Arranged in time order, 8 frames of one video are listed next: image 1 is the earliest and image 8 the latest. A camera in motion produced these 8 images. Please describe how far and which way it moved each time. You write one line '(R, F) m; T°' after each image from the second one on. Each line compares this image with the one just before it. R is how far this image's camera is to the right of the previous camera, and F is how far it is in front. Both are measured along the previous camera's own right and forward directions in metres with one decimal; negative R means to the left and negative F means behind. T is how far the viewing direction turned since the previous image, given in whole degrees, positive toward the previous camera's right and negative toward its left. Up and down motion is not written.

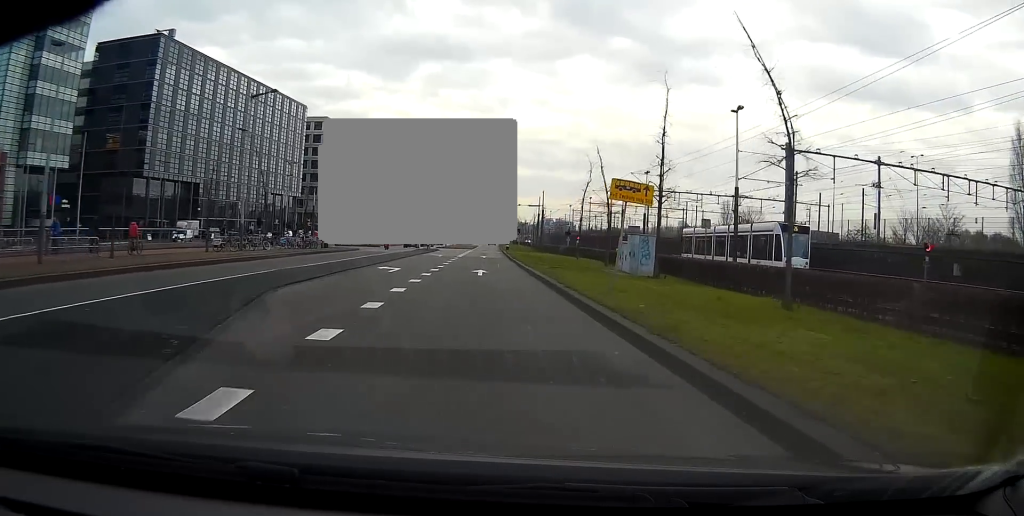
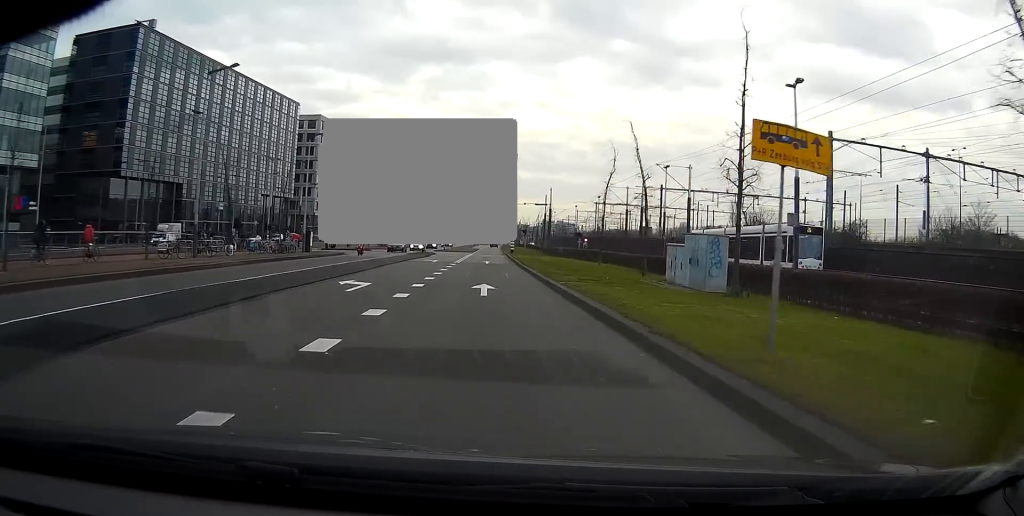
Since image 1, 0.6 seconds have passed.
(0.0, +8.9) m; 0°
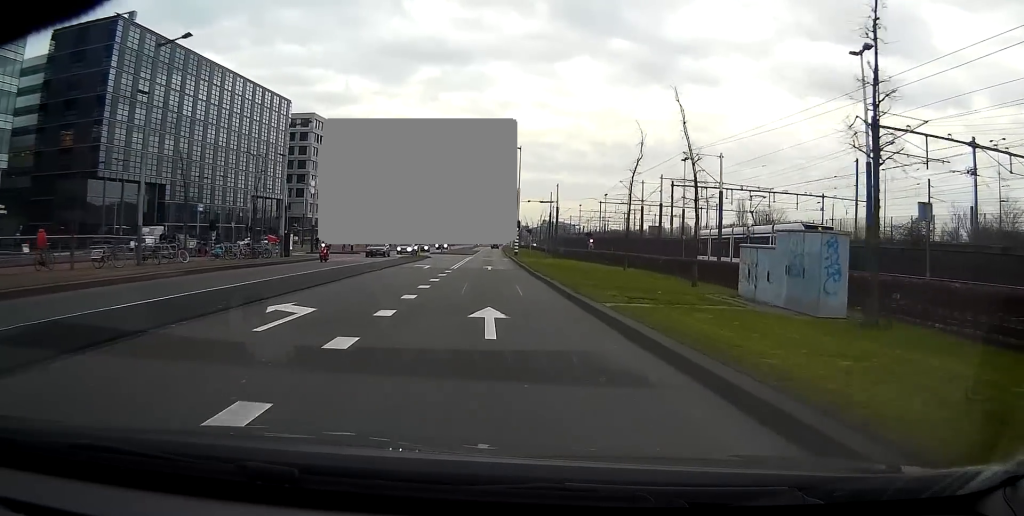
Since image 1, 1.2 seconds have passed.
(0.0, +7.5) m; 0°
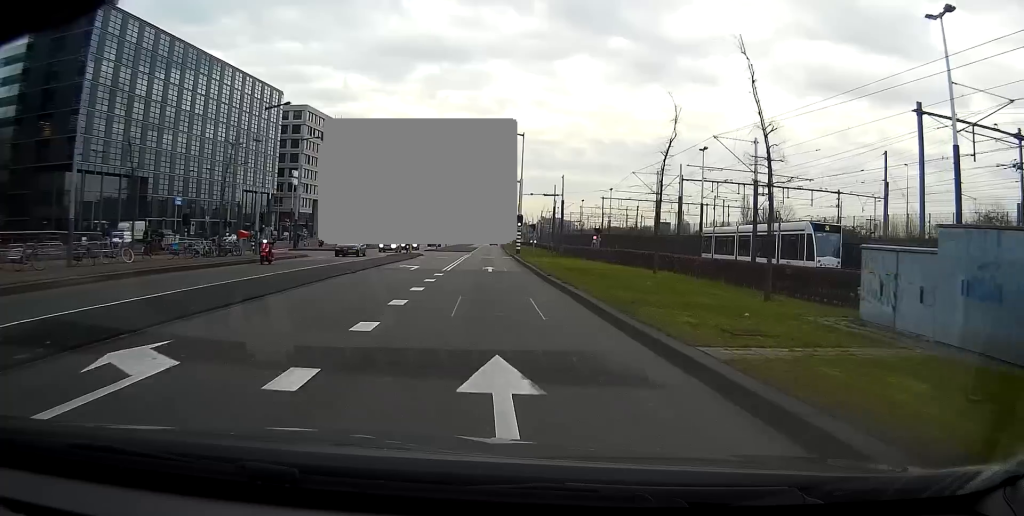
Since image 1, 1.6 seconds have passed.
(0.0, +6.6) m; 0°
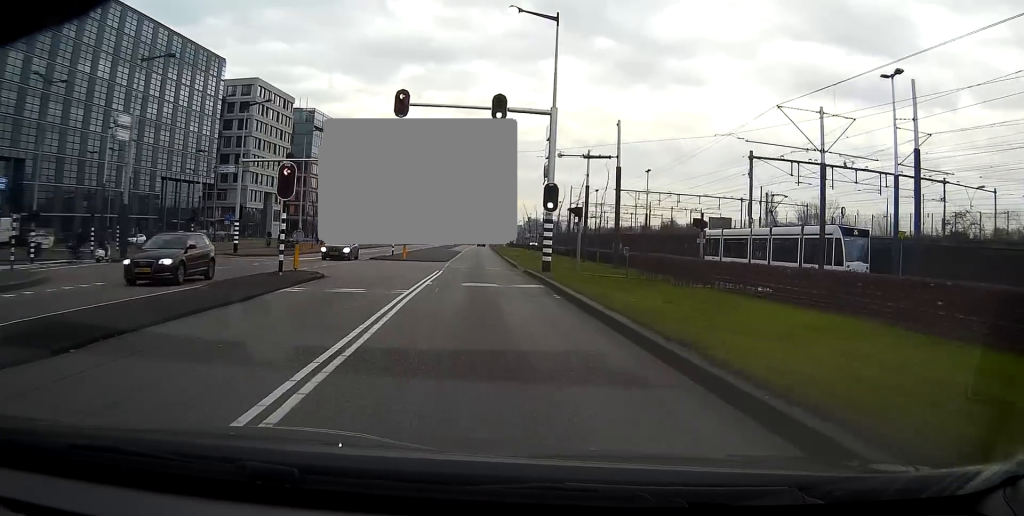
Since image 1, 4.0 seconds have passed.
(+0.4, +34.3) m; +2°
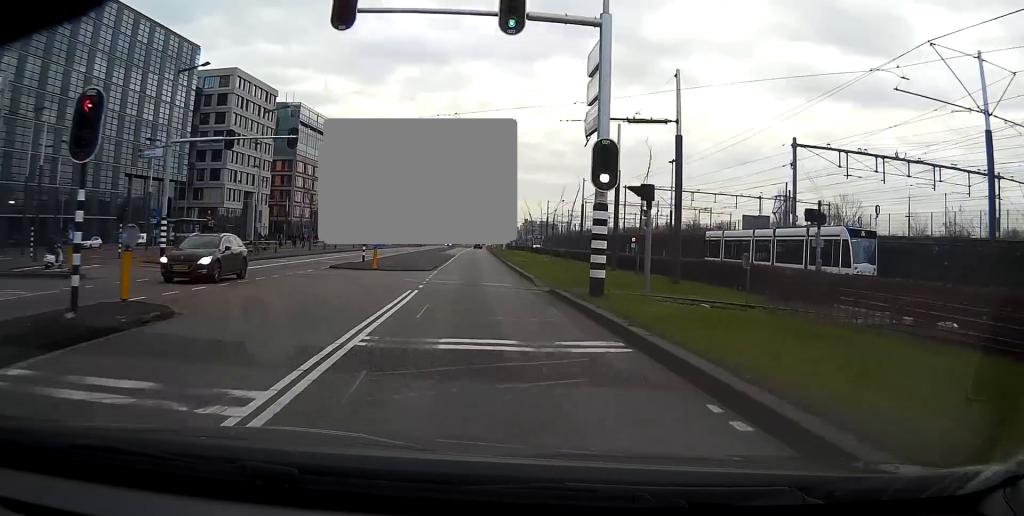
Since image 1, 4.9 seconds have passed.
(+0.1, +12.3) m; 0°
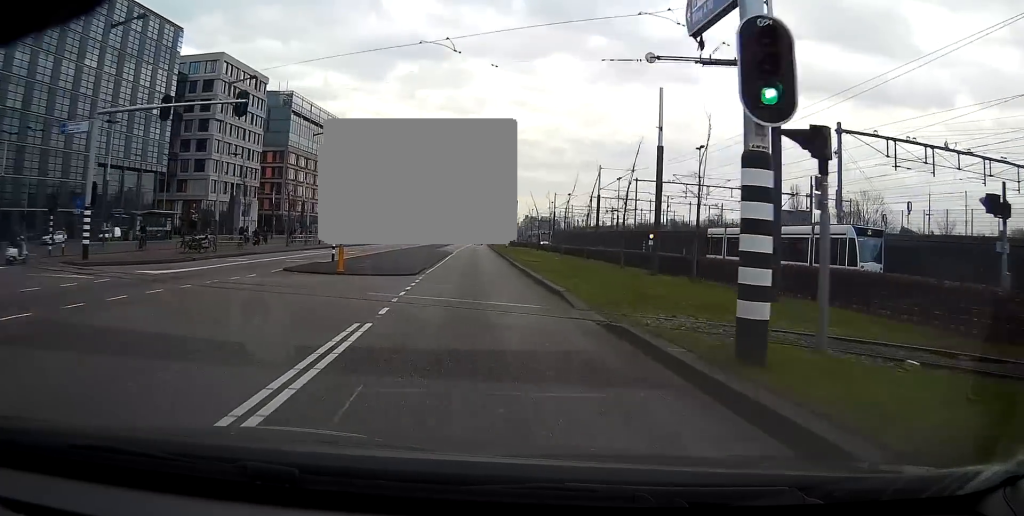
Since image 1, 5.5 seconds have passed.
(+0.1, +8.9) m; 0°
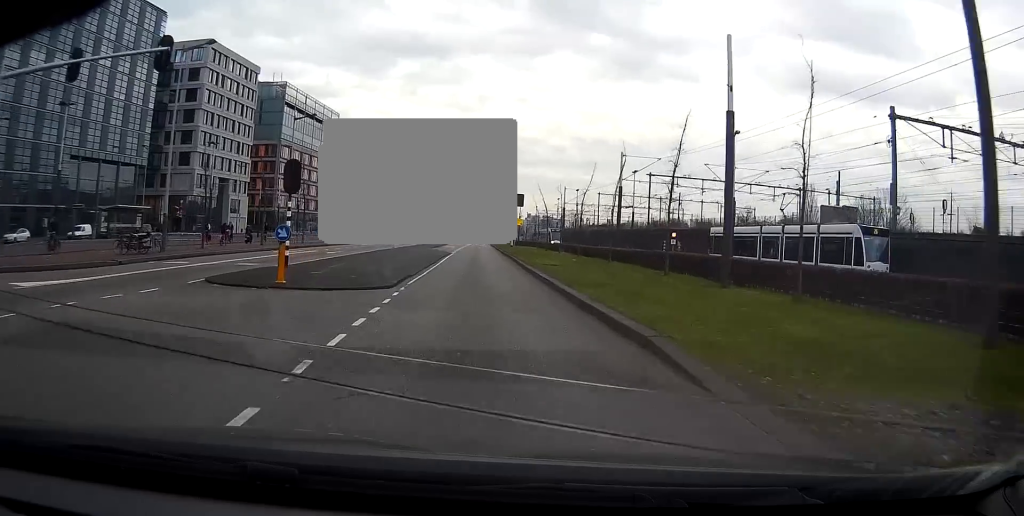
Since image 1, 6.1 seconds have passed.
(-0.1, +8.5) m; 0°
